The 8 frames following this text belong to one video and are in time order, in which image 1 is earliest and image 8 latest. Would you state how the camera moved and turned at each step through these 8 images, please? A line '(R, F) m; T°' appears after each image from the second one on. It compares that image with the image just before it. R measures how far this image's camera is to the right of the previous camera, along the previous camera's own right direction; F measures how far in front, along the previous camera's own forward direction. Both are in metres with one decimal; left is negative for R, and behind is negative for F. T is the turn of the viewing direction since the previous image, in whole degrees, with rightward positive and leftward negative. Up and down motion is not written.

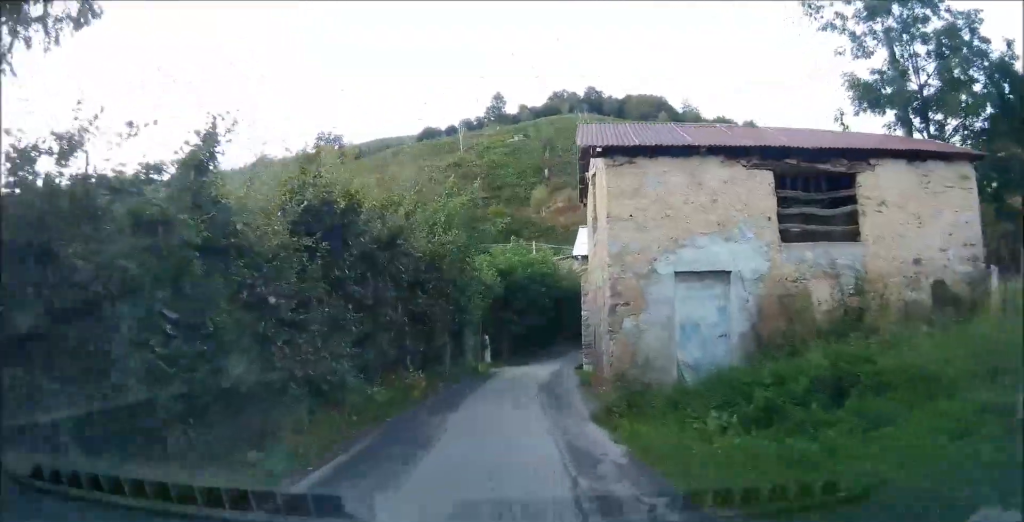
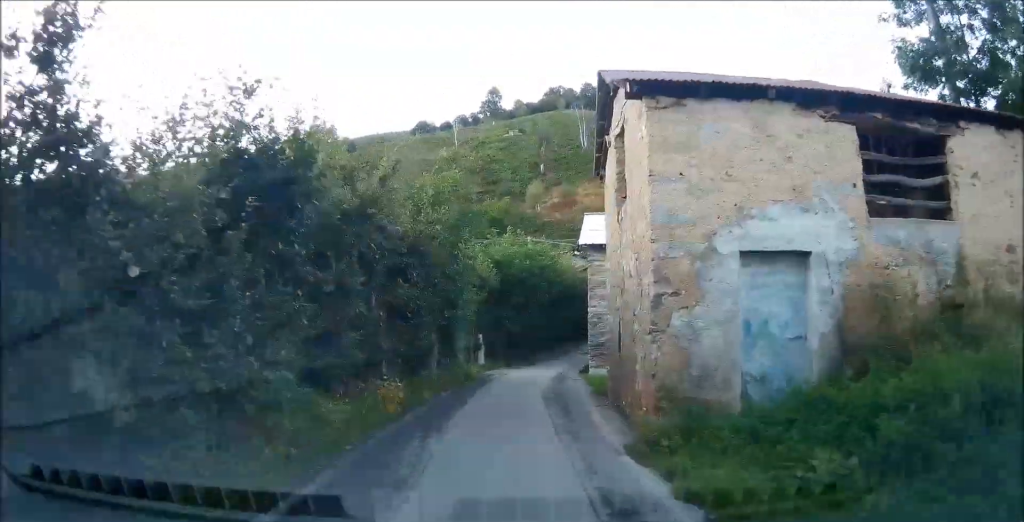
(+0.2, +2.8) m; +2°
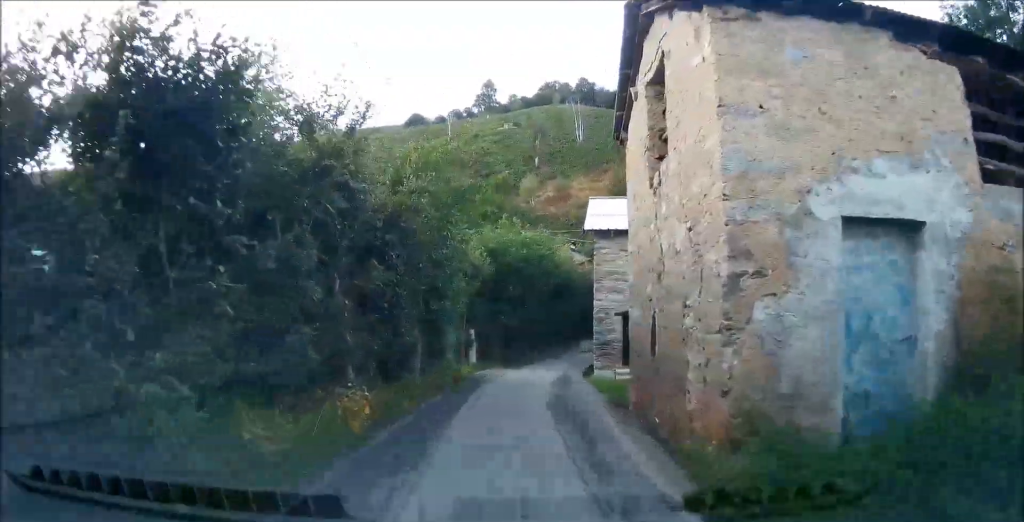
(+0.1, +2.4) m; +1°
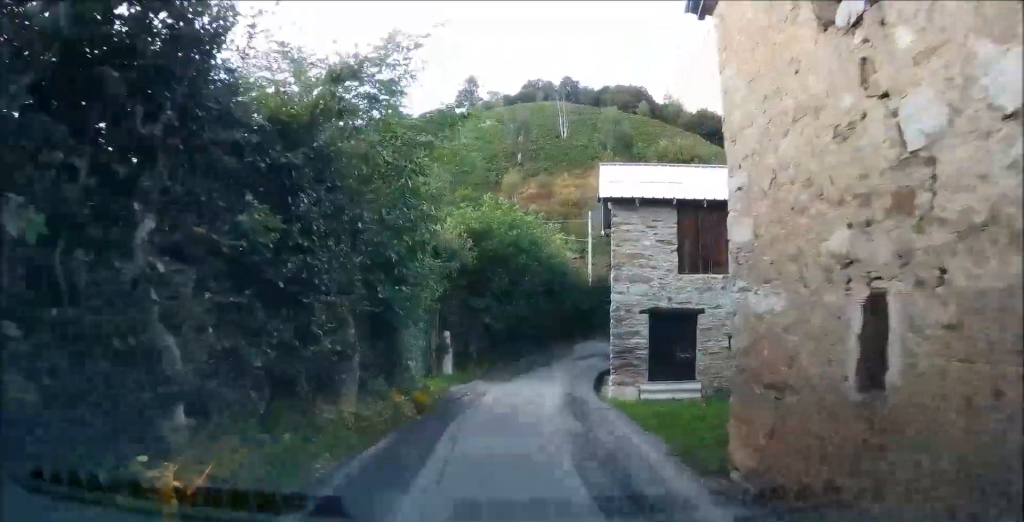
(-0.1, +4.5) m; +4°
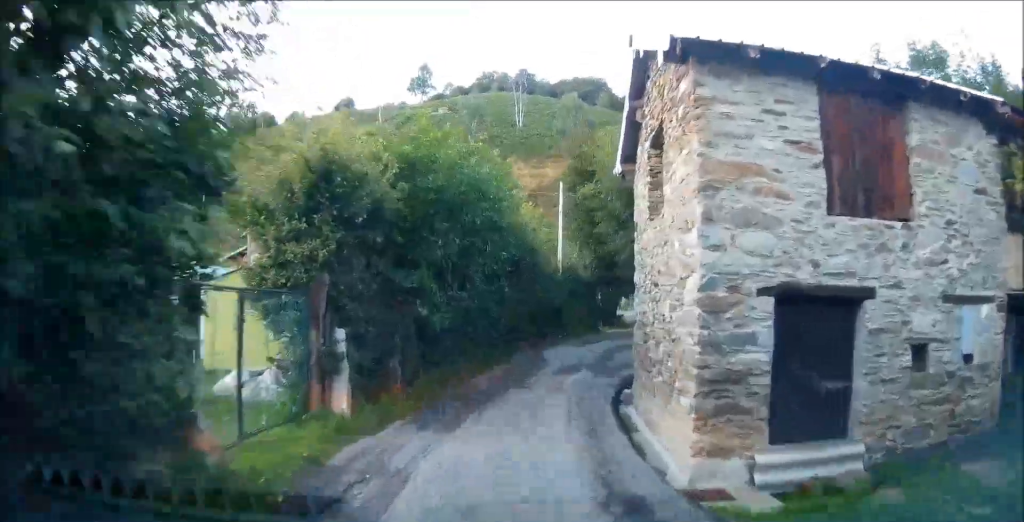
(+0.5, +7.4) m; +2°
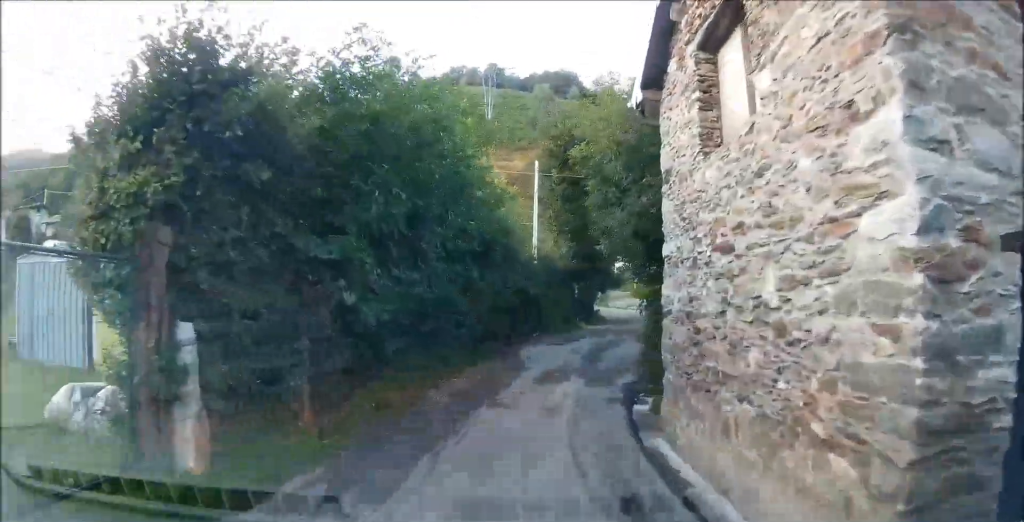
(-0.2, +3.7) m; 0°
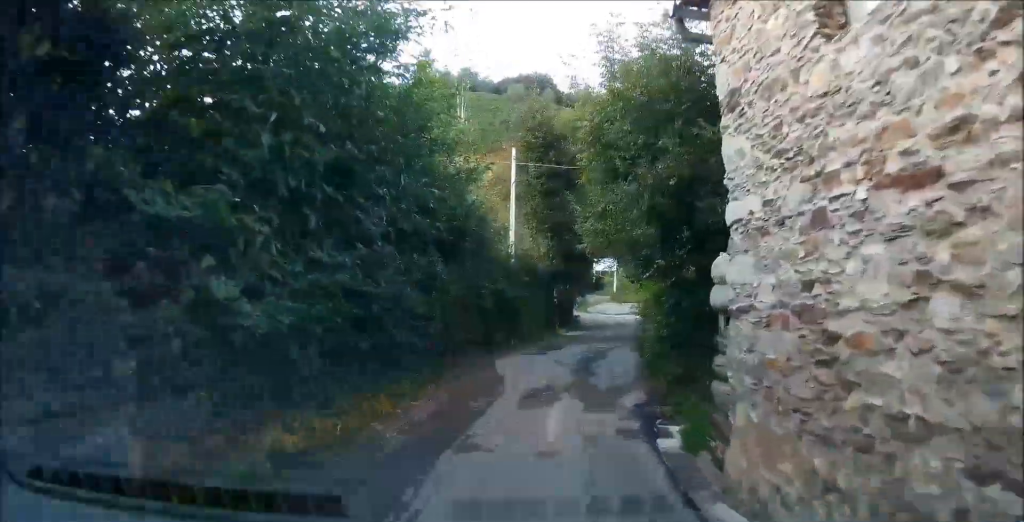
(0.0, +3.0) m; +5°
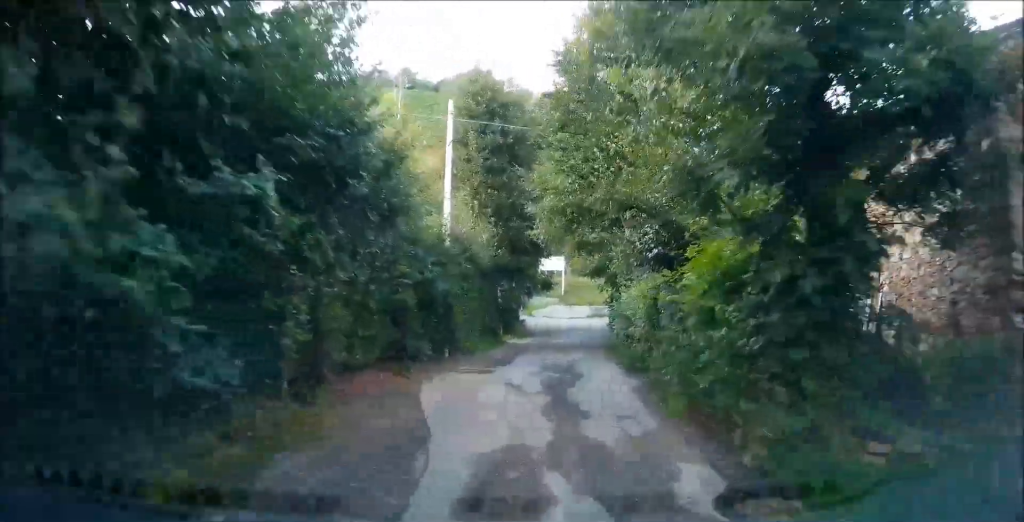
(+0.7, +6.1) m; +10°
